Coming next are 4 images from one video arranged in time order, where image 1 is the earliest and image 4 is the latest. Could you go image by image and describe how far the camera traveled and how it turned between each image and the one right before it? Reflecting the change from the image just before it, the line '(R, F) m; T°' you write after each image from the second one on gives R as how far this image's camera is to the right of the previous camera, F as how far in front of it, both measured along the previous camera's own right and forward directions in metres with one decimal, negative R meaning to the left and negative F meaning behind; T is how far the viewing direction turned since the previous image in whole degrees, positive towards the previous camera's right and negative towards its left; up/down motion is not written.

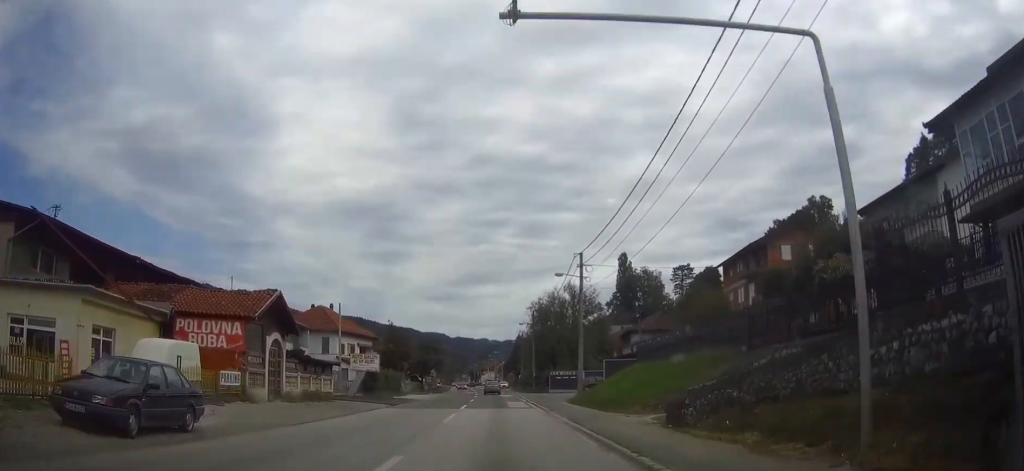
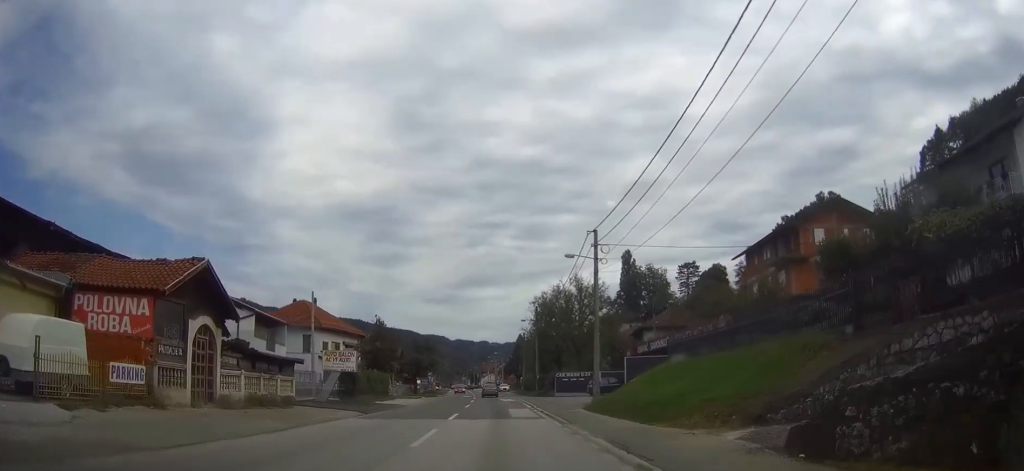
(+0.1, +7.8) m; 0°
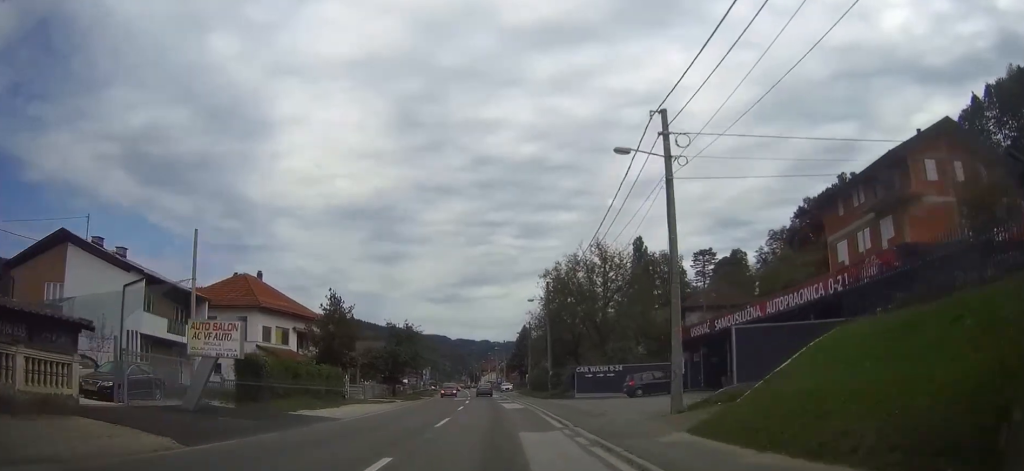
(0.0, +18.4) m; 0°
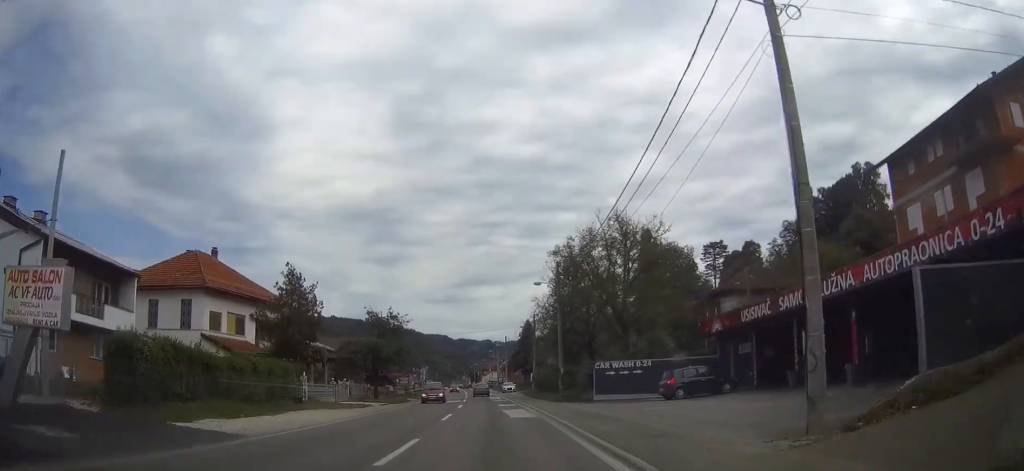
(-0.1, +10.1) m; 0°
